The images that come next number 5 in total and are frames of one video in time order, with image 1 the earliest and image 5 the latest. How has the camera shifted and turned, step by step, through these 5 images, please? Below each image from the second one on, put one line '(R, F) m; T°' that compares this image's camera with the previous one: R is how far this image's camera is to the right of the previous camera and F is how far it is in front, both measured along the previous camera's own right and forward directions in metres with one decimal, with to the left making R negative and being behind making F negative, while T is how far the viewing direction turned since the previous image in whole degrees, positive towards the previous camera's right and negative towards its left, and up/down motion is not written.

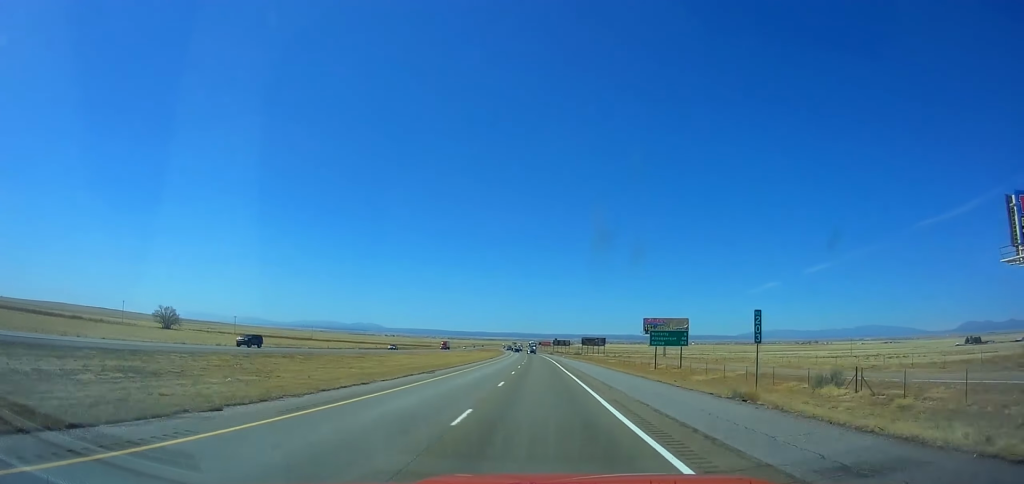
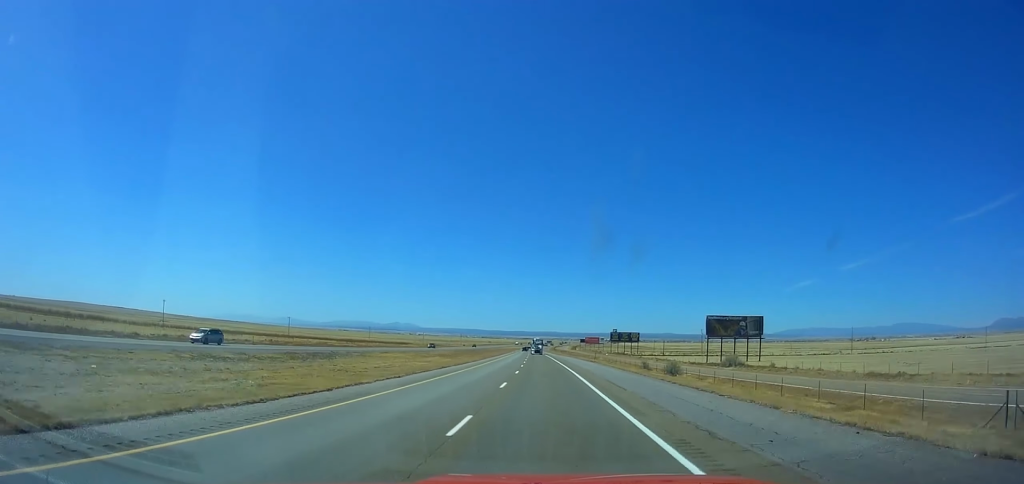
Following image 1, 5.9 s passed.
(-4.6, +209.7) m; -3°
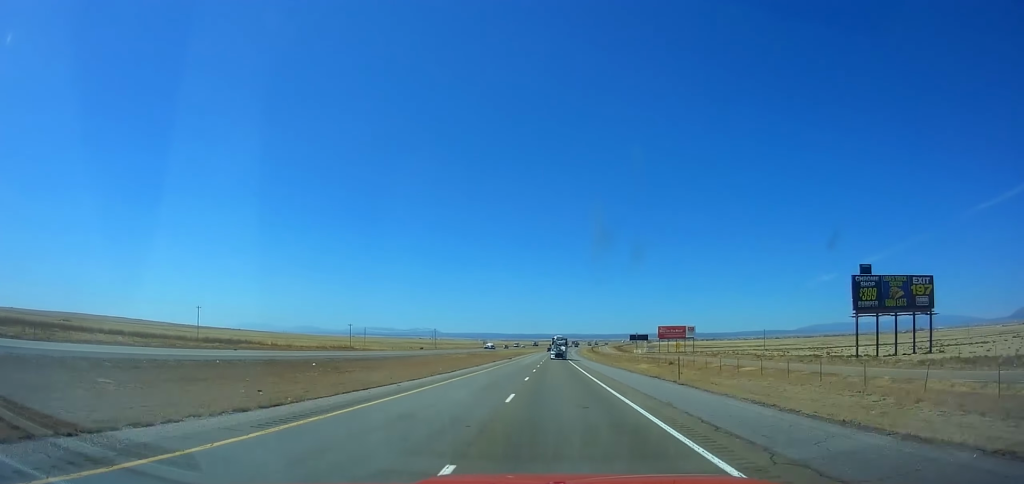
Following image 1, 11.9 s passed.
(-6.0, +214.2) m; -2°
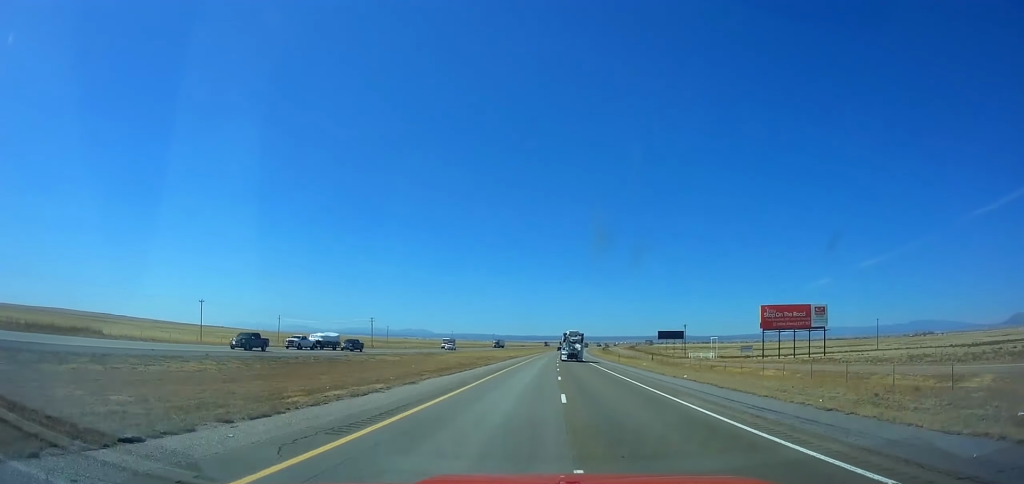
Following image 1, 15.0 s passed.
(-0.9, +110.4) m; 0°
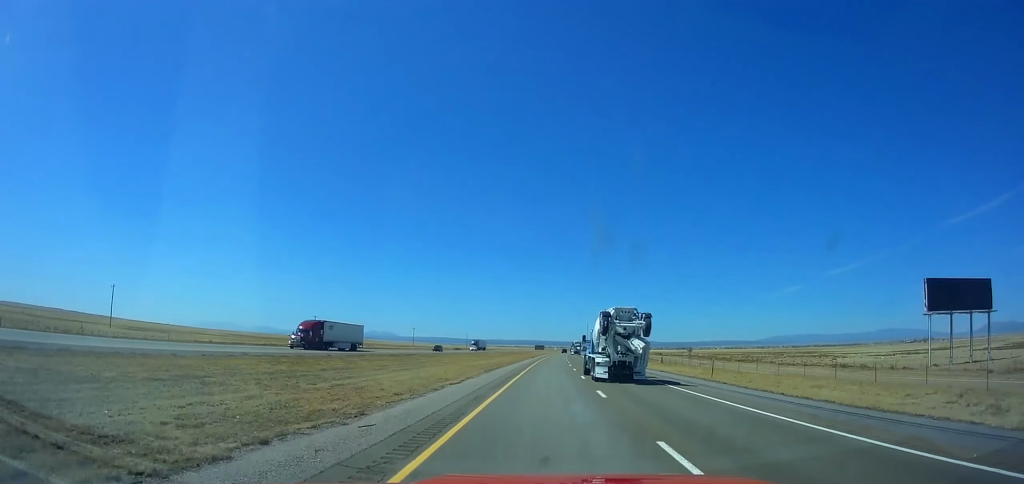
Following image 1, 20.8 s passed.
(+5.7, +205.7) m; +3°
